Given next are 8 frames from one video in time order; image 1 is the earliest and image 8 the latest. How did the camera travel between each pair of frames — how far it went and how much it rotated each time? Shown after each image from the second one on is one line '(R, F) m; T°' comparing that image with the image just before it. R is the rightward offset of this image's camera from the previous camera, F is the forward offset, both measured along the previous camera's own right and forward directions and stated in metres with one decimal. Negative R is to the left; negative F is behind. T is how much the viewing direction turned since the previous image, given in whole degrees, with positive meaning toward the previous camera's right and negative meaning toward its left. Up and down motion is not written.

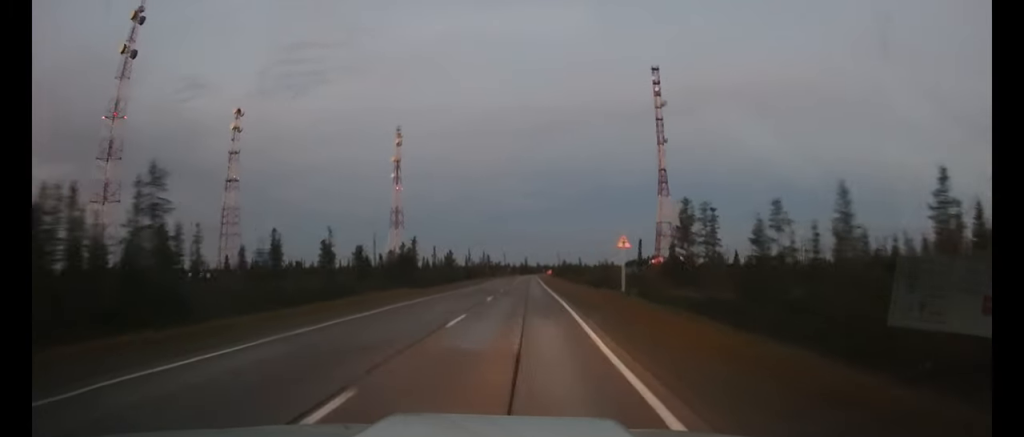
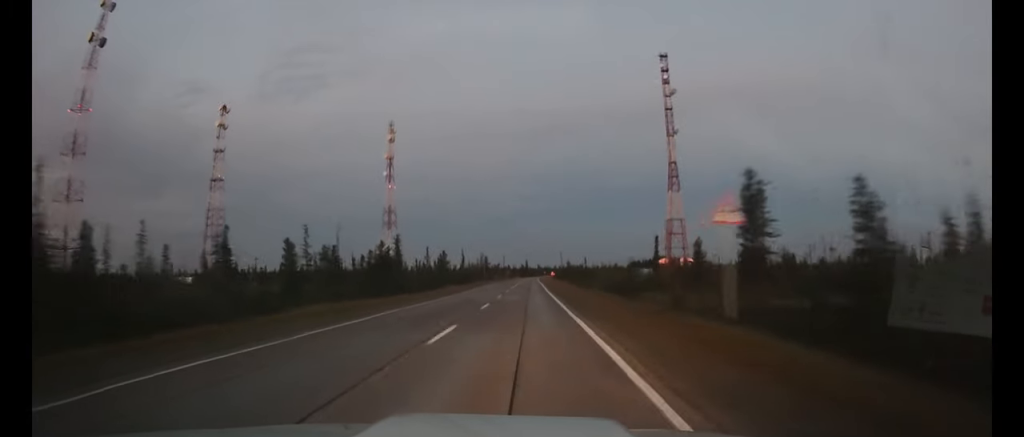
(0.0, +15.1) m; 0°
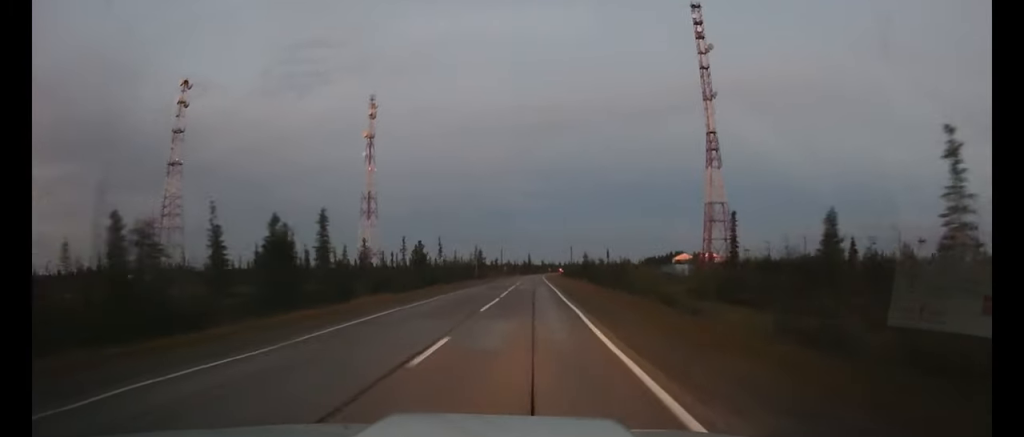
(-0.1, +39.0) m; 0°
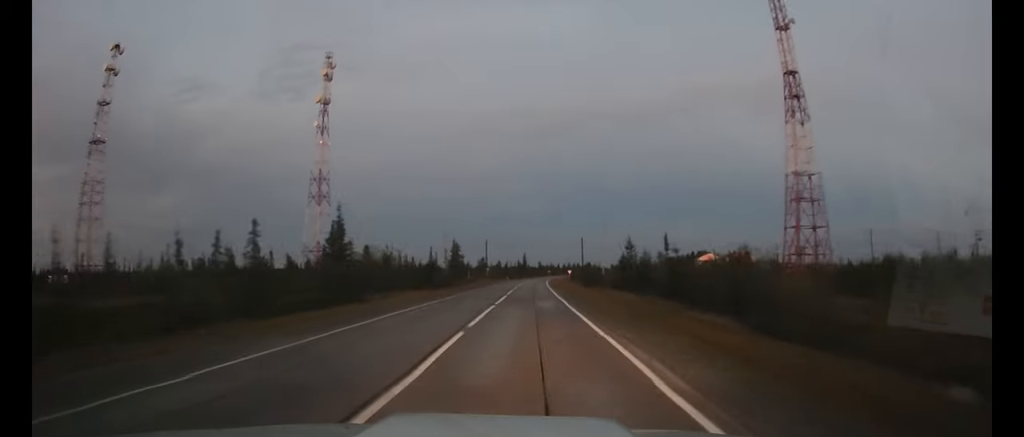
(0.0, +51.9) m; 0°
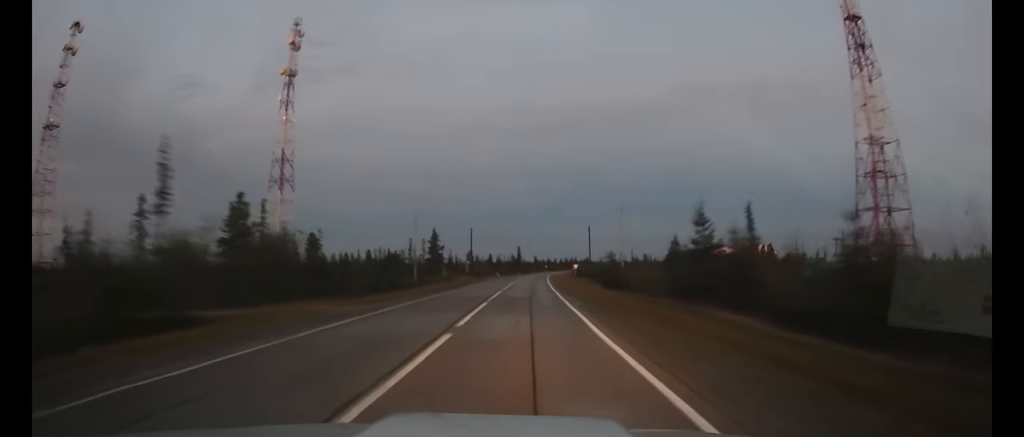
(+0.1, +25.9) m; 0°
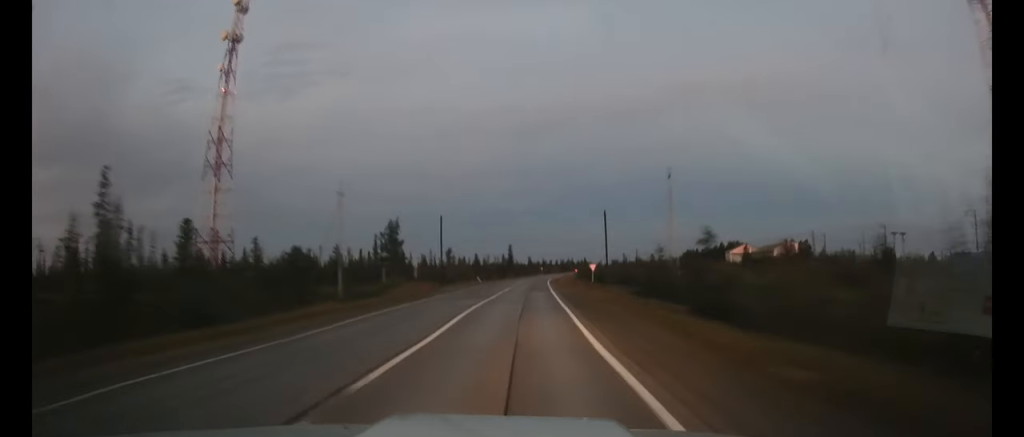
(+0.1, +32.0) m; 0°
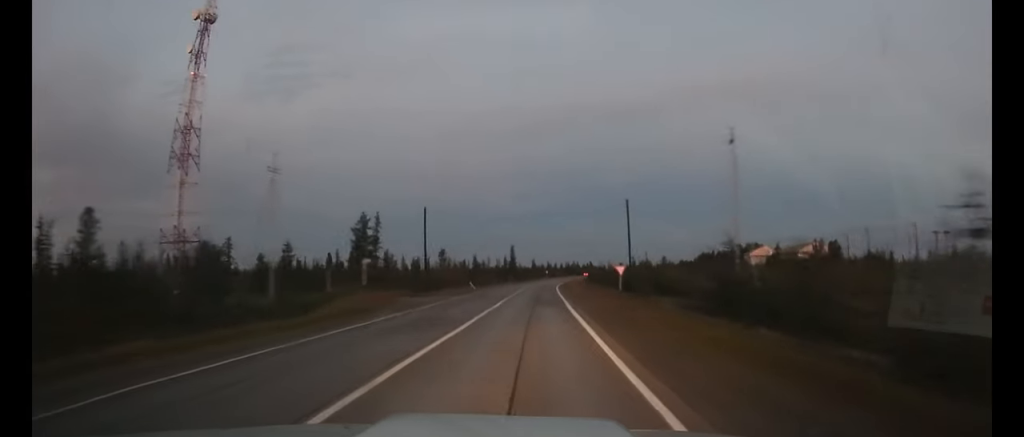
(0.0, +15.7) m; 0°
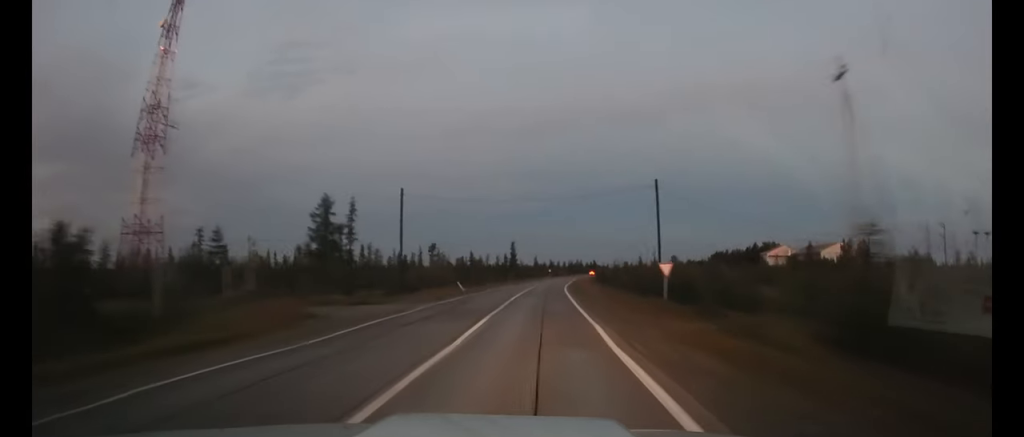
(0.0, +13.8) m; 0°
